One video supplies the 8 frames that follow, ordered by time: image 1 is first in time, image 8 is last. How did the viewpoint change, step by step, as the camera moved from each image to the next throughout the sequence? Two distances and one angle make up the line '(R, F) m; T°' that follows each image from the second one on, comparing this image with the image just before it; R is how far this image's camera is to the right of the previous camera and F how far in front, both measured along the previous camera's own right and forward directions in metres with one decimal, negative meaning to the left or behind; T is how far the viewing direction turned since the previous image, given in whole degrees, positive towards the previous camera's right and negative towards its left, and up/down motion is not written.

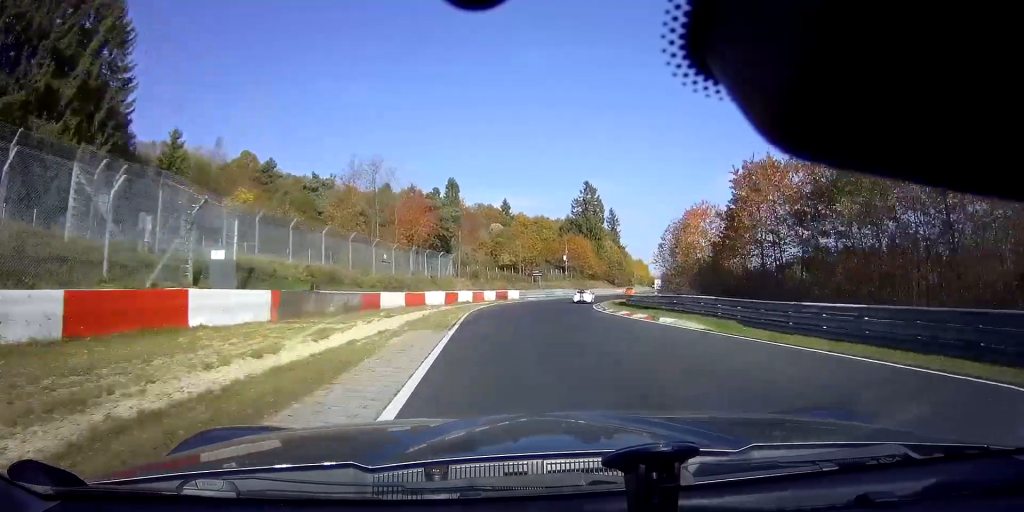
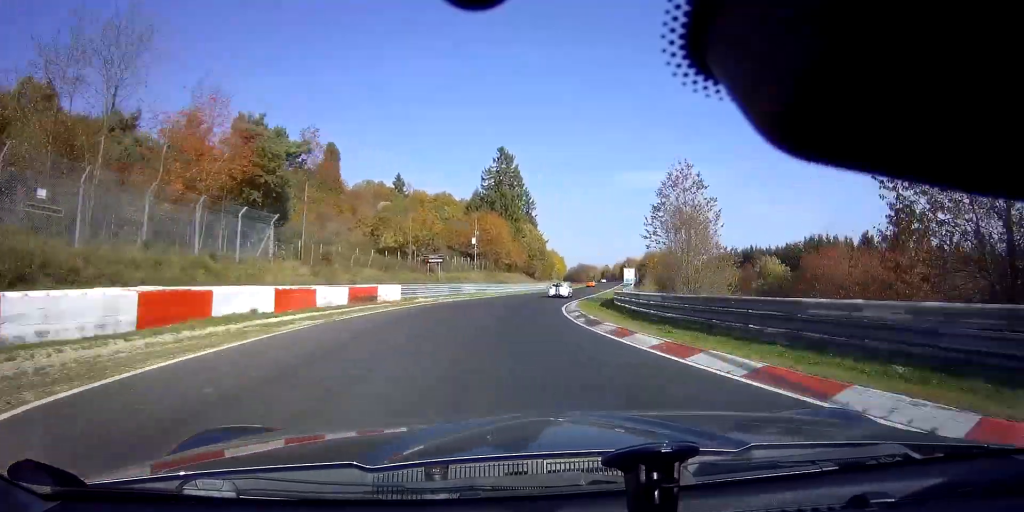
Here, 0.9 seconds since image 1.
(+2.7, +28.5) m; +10°
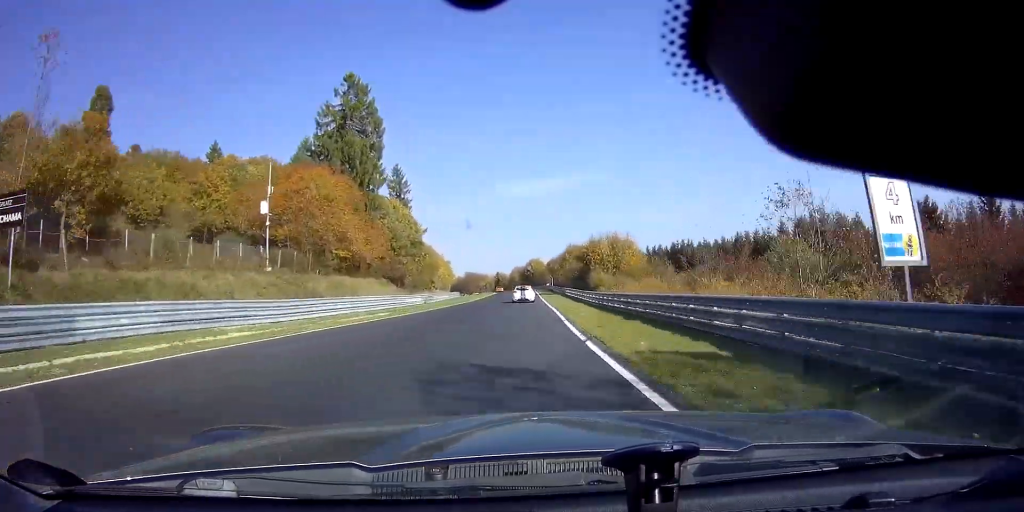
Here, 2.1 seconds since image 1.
(+4.9, +41.6) m; +11°
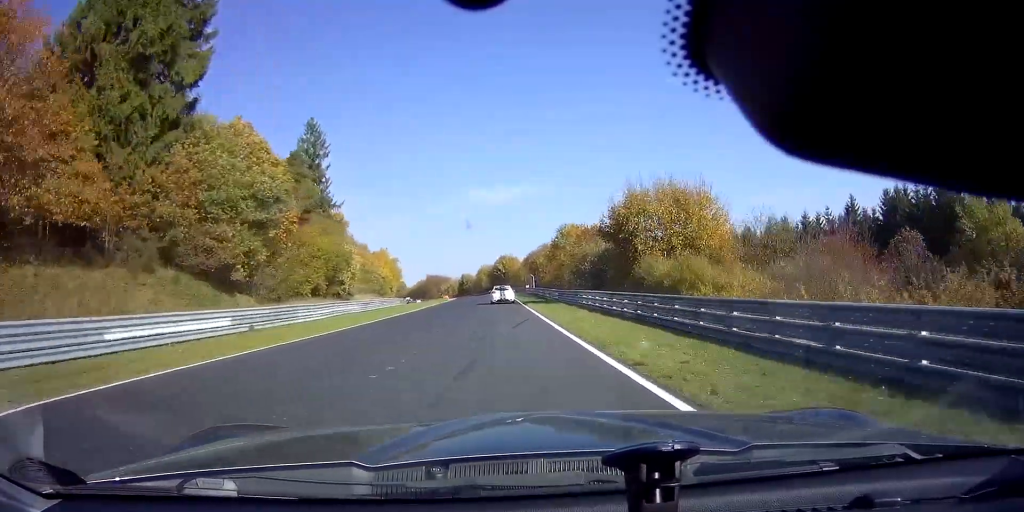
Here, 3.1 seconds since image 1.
(+1.6, +34.3) m; +3°
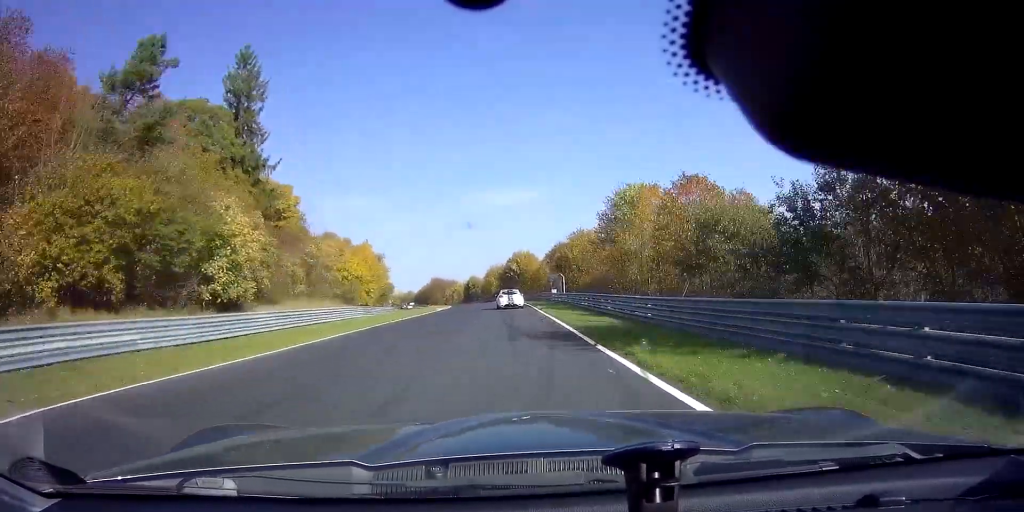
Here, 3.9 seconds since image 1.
(+0.3, +26.0) m; -1°
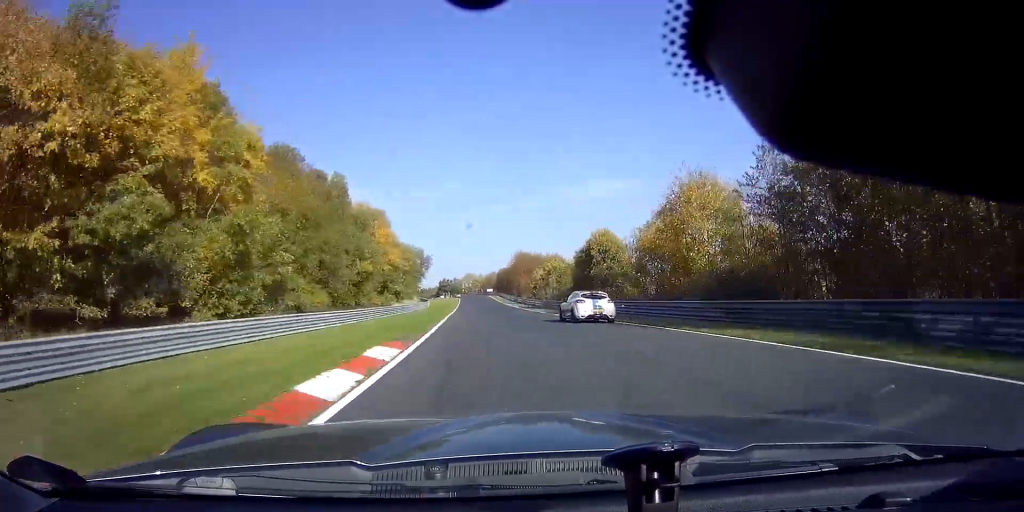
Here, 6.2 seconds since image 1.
(-7.0, +84.4) m; -10°
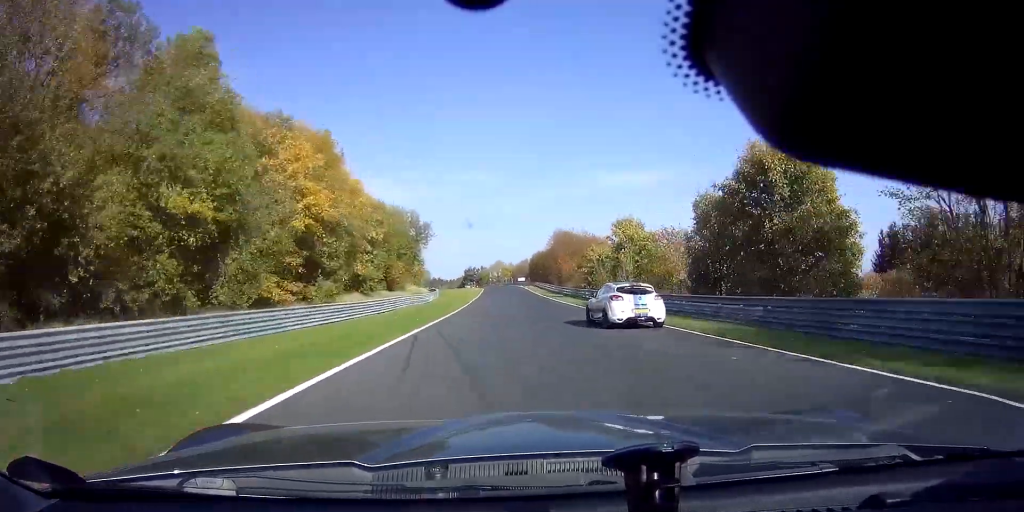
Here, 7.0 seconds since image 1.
(-0.9, +31.0) m; -2°
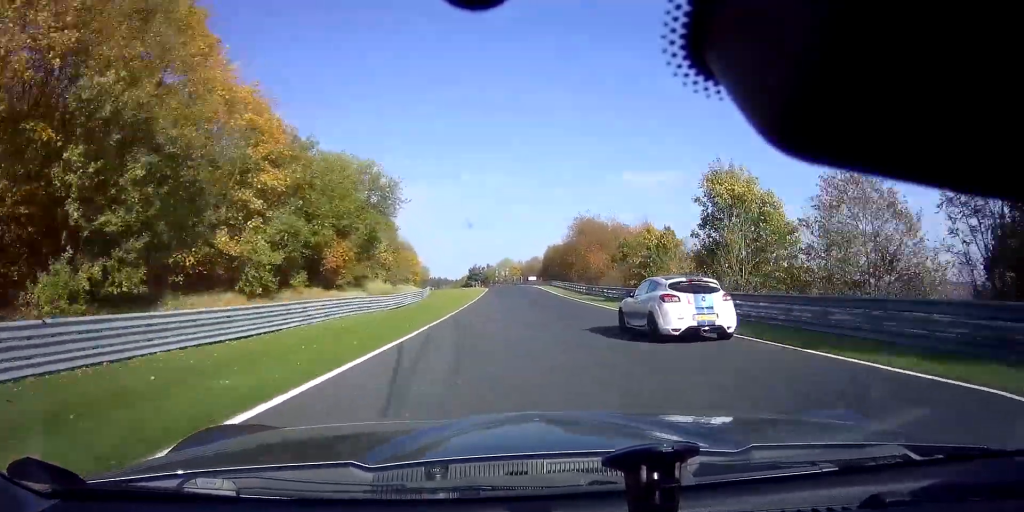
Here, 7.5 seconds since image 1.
(-0.3, +21.4) m; -1°
